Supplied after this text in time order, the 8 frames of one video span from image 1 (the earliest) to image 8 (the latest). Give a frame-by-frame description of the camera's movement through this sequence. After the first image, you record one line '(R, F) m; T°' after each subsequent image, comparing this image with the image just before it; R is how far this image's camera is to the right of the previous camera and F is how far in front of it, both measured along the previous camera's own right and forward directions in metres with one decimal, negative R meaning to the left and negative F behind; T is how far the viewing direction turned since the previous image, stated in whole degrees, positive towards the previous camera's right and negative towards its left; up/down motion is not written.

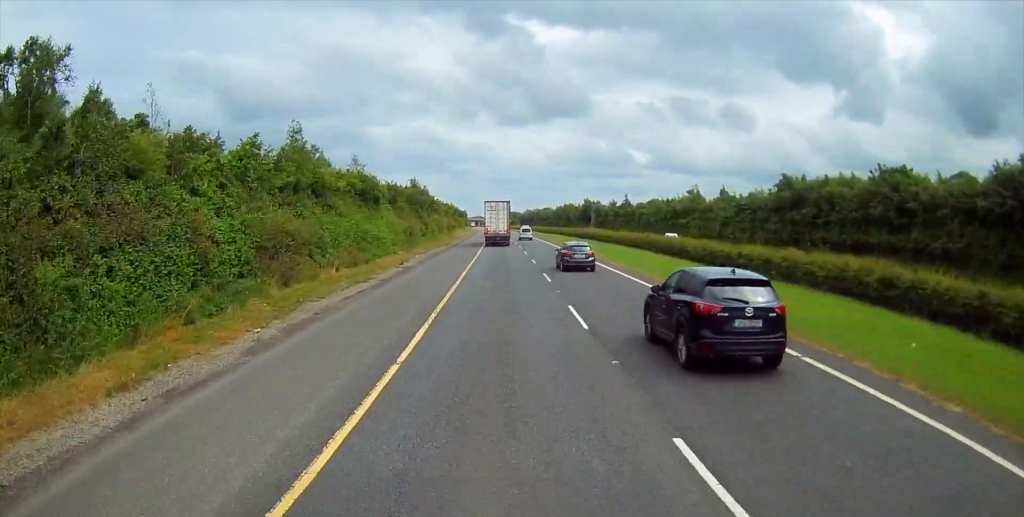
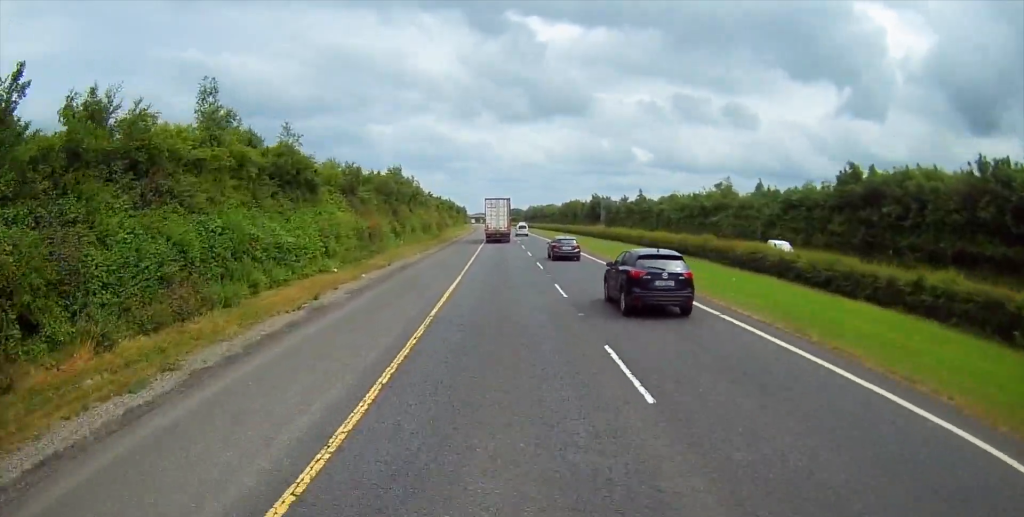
(-0.2, +18.8) m; 0°
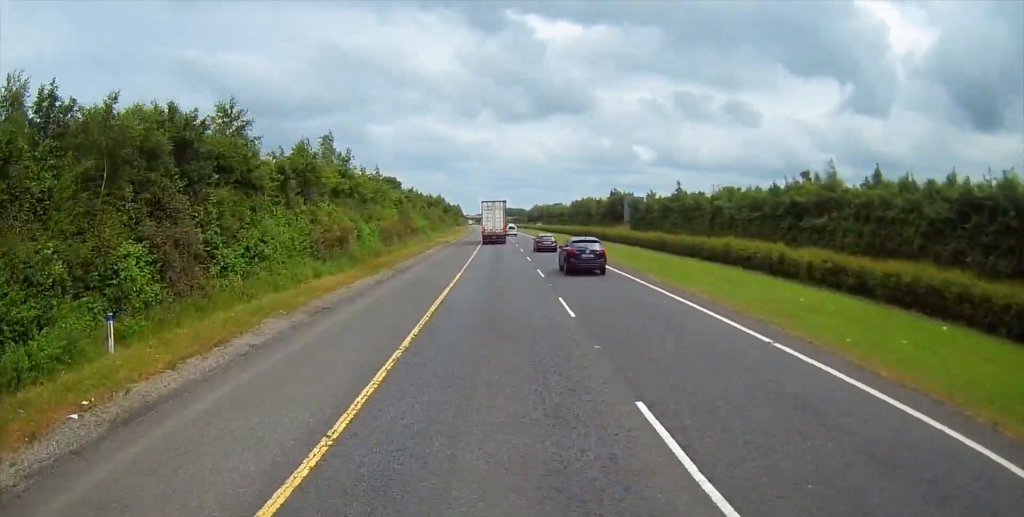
(+0.1, +39.8) m; 0°
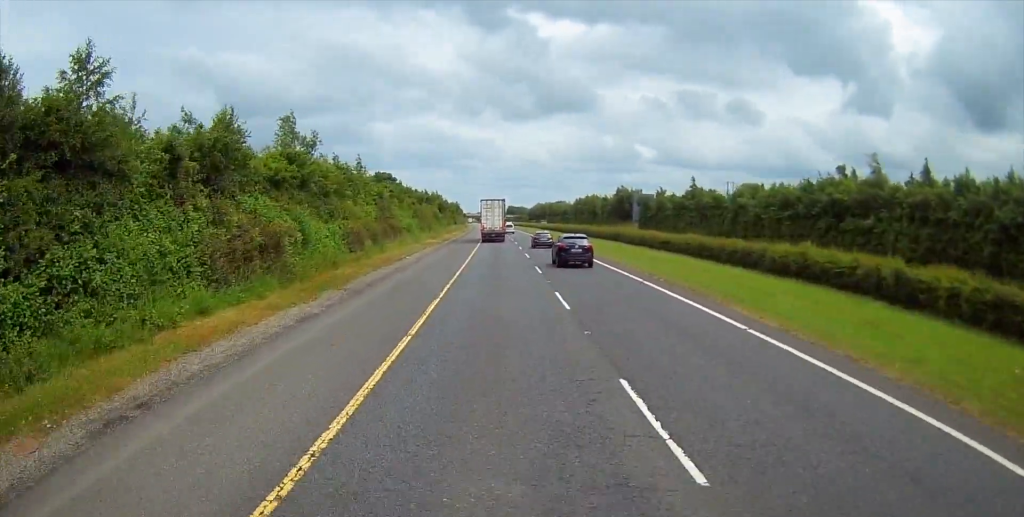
(-0.3, +11.0) m; 0°
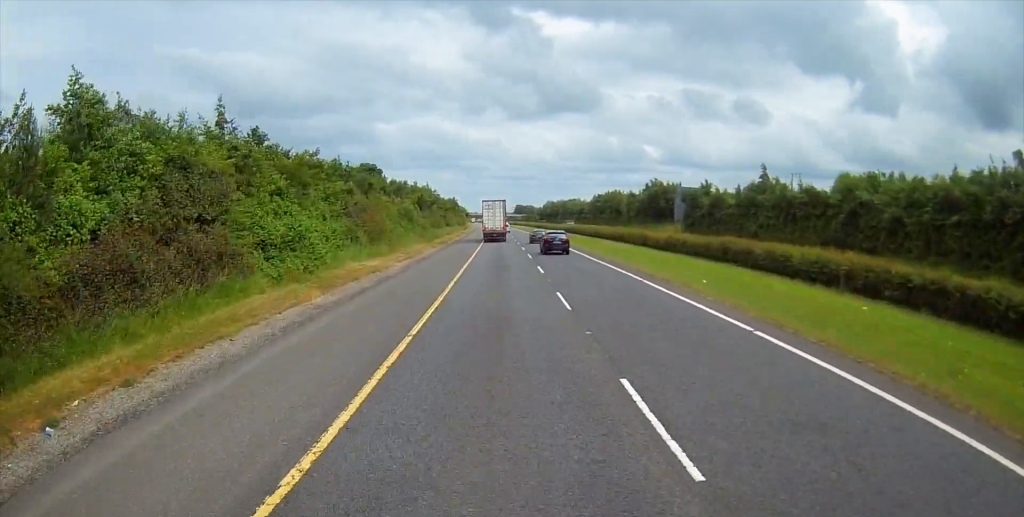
(+0.3, +36.2) m; 0°
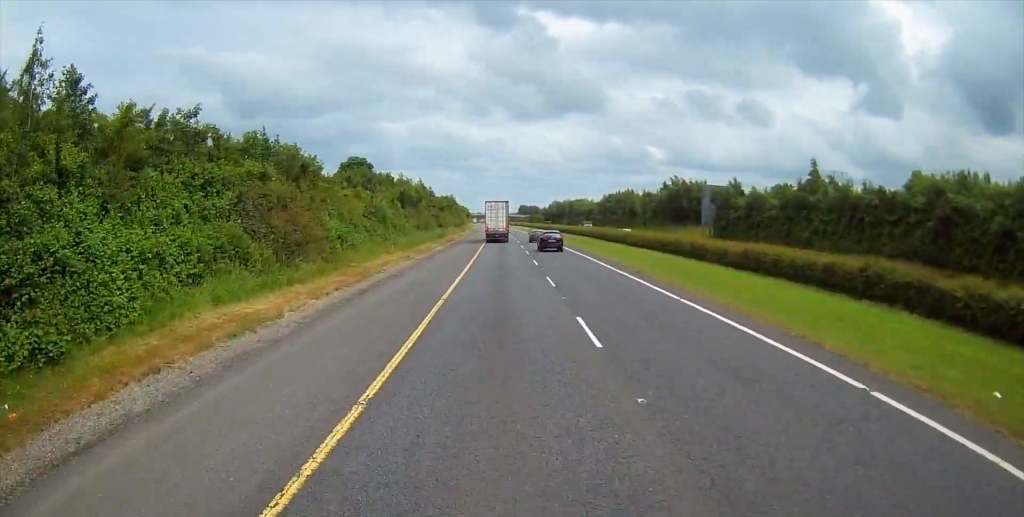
(-0.4, +17.3) m; -1°
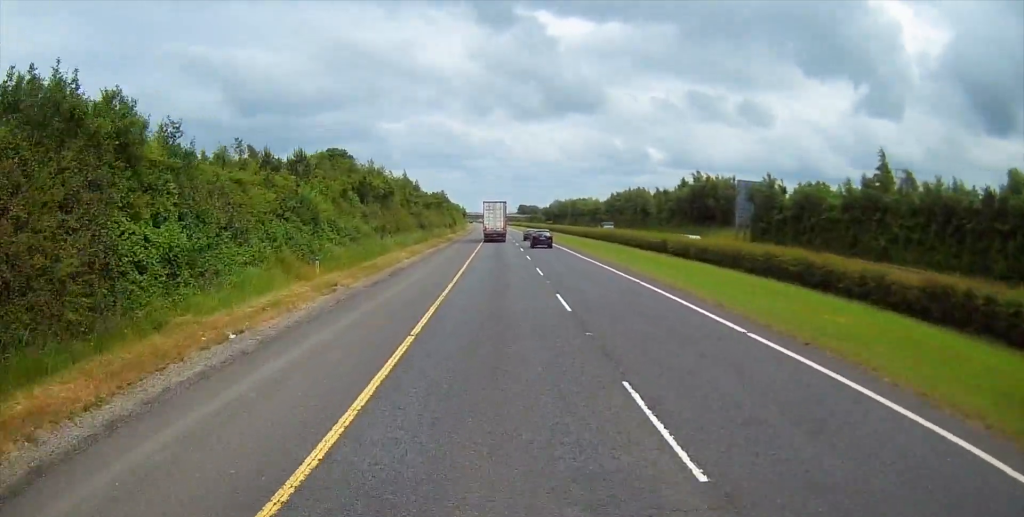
(-0.1, +18.9) m; 0°
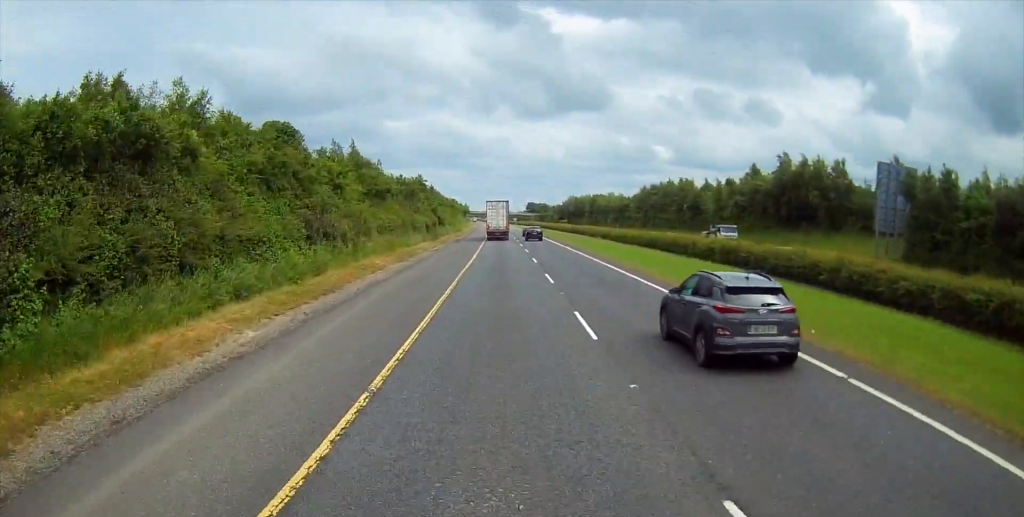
(+0.1, +40.8) m; 0°
